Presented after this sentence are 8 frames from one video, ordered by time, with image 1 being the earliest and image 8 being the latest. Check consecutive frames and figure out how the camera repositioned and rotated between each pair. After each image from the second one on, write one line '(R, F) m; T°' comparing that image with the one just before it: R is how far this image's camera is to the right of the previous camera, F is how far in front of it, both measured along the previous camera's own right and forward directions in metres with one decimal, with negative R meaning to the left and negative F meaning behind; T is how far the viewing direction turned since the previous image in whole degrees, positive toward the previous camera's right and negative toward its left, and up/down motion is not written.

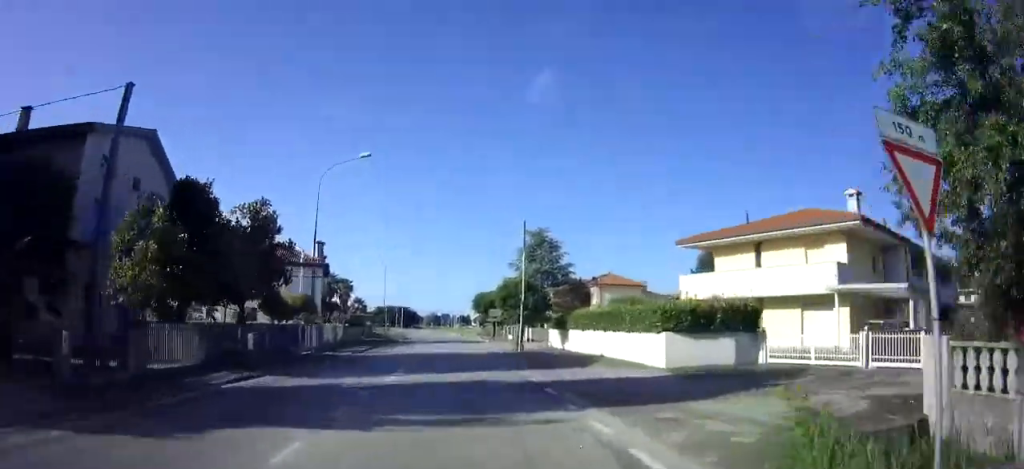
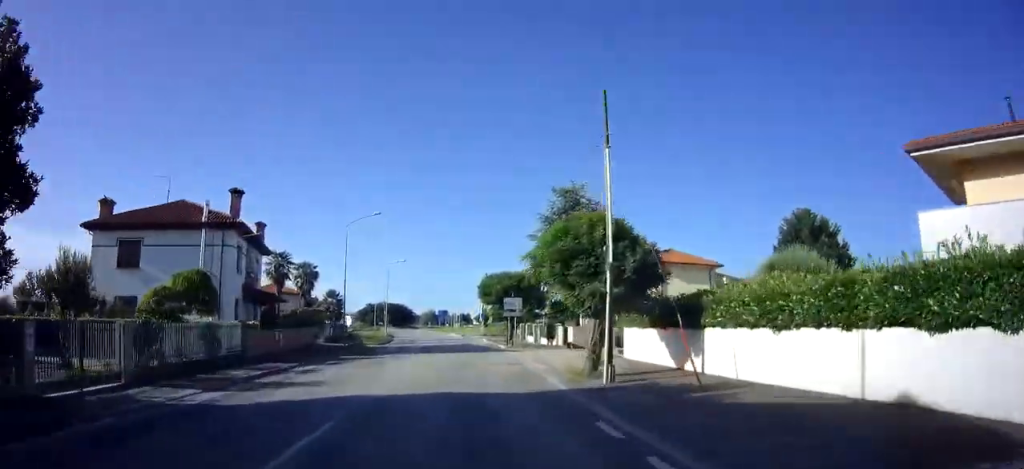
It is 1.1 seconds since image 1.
(-0.1, +18.3) m; -1°
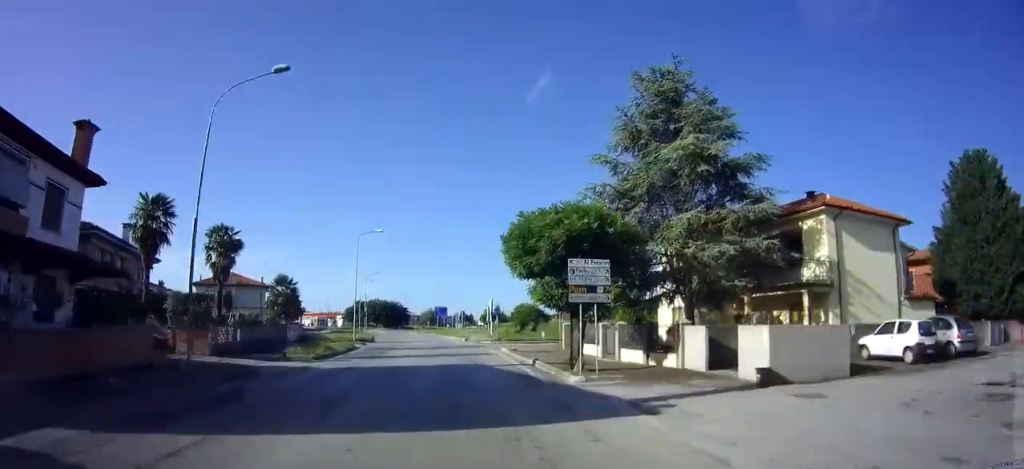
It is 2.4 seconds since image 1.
(-0.1, +20.9) m; -1°
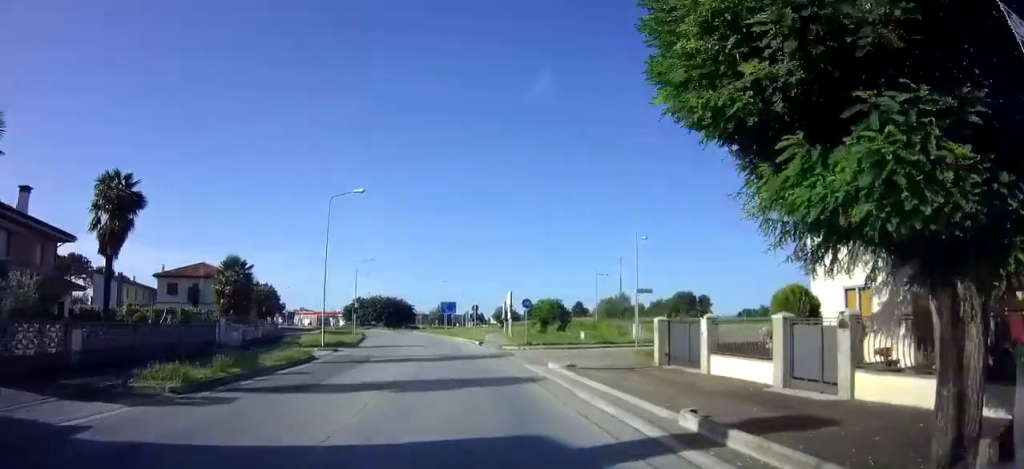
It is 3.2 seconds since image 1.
(0.0, +14.0) m; -1°
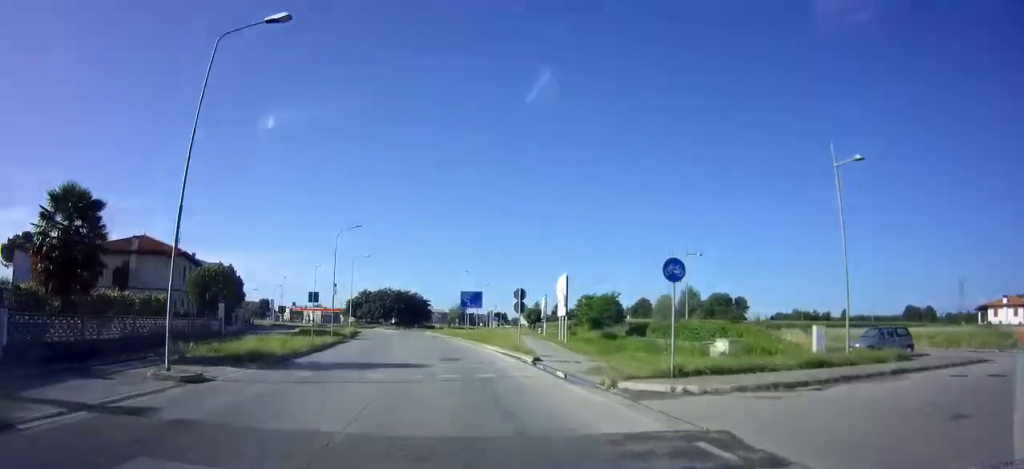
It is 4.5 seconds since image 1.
(-0.3, +19.5) m; -2°
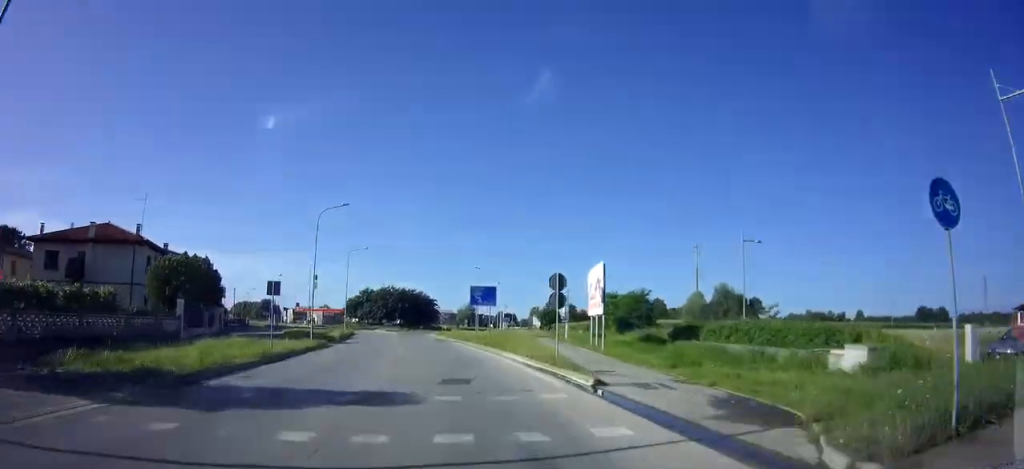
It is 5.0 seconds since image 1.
(-0.2, +7.7) m; -1°
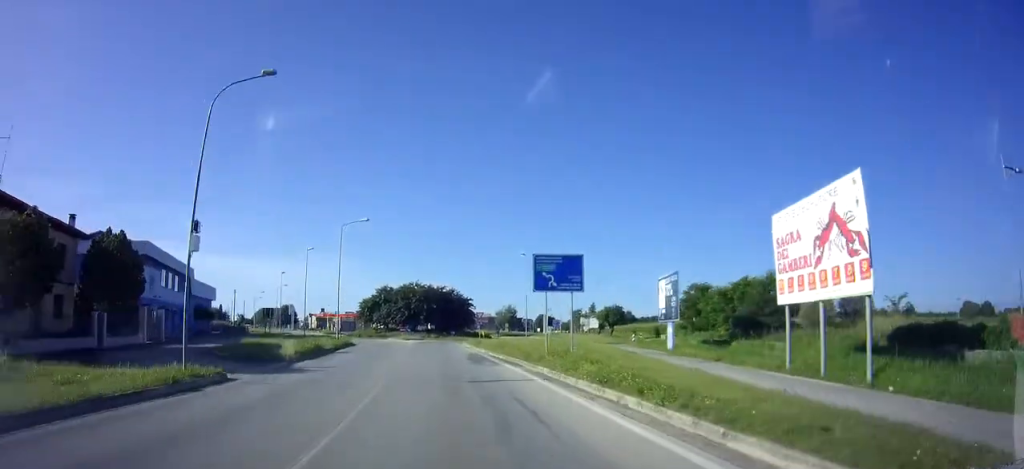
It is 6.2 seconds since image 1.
(-0.5, +18.9) m; -3°
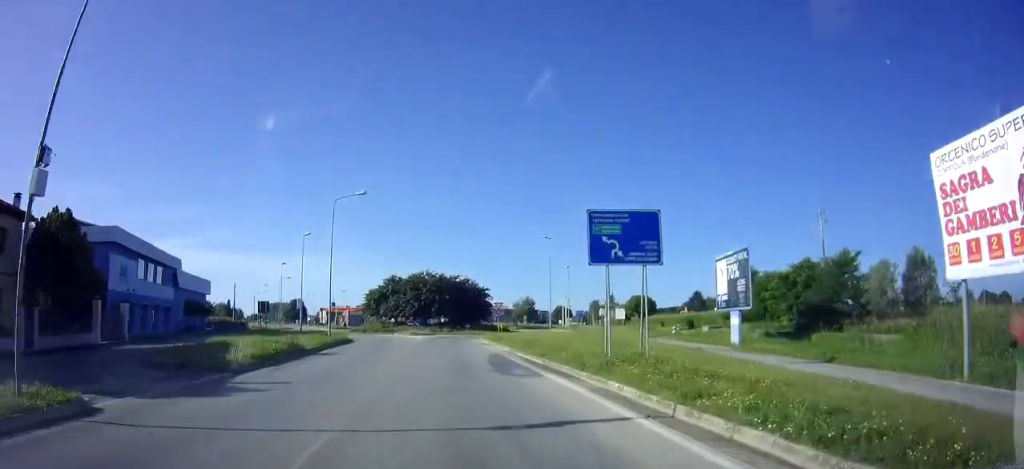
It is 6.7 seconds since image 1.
(-0.1, +7.3) m; -1°
